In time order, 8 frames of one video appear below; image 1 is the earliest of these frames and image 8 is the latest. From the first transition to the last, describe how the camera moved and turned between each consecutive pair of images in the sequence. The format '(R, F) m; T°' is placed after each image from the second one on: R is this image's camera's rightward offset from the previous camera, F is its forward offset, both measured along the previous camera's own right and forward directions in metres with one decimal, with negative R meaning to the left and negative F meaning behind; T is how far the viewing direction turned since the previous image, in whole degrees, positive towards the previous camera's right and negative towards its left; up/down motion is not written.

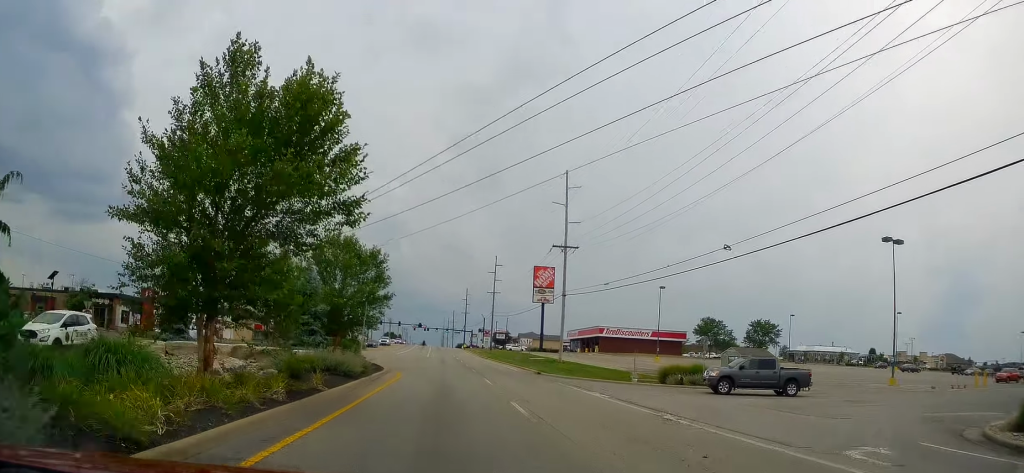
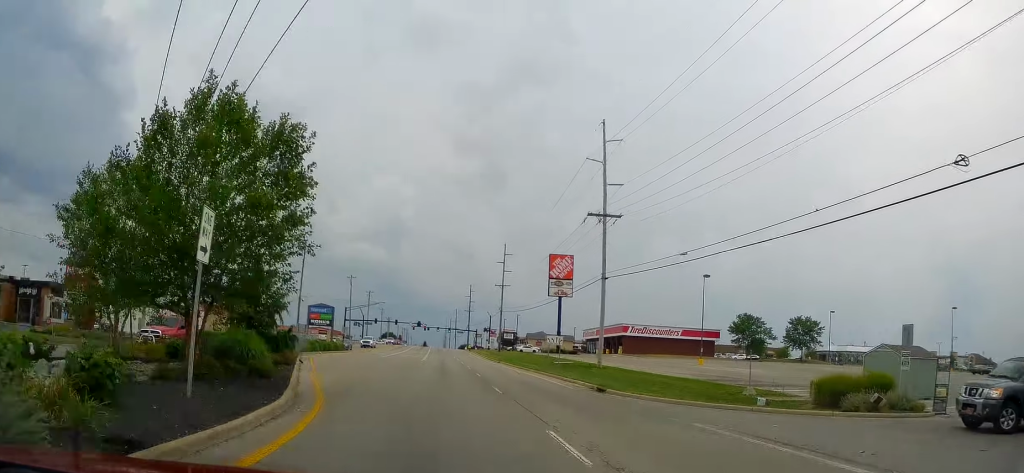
(+0.3, +17.2) m; +1°
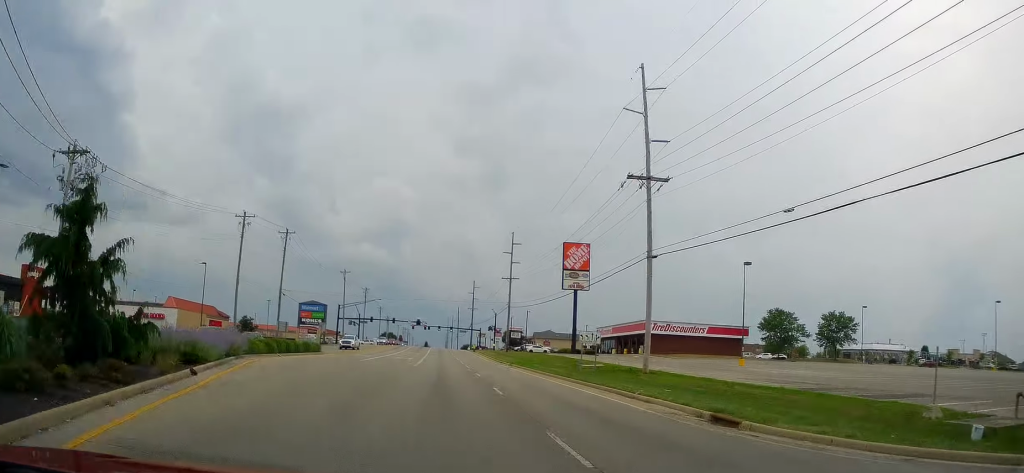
(0.0, +11.9) m; 0°
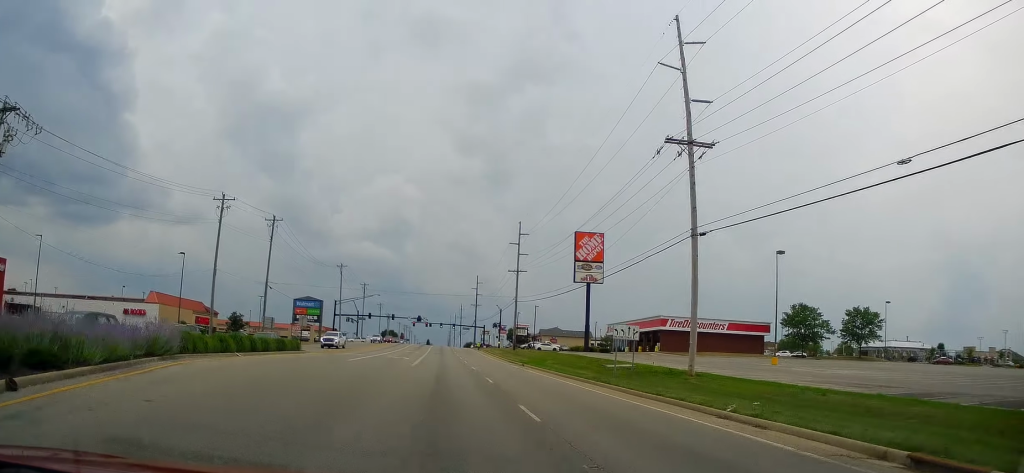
(+0.1, +7.4) m; -1°
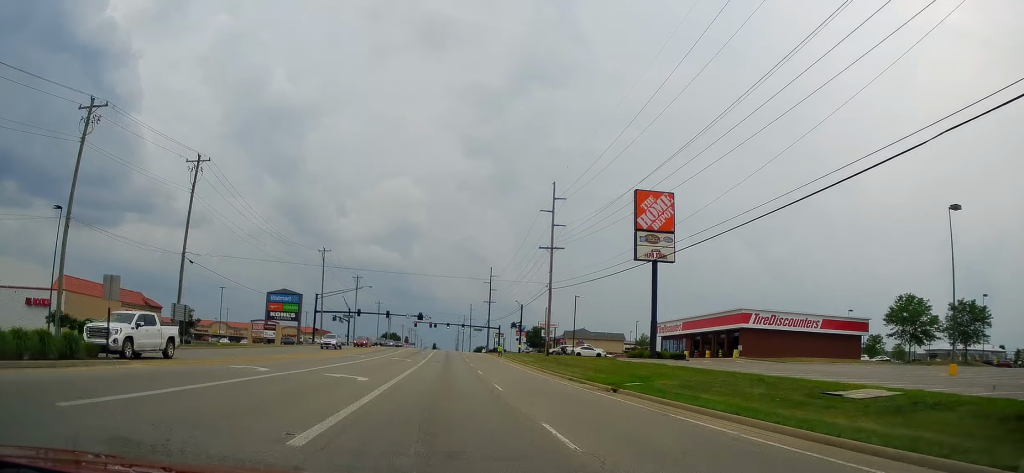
(-0.7, +26.9) m; -1°
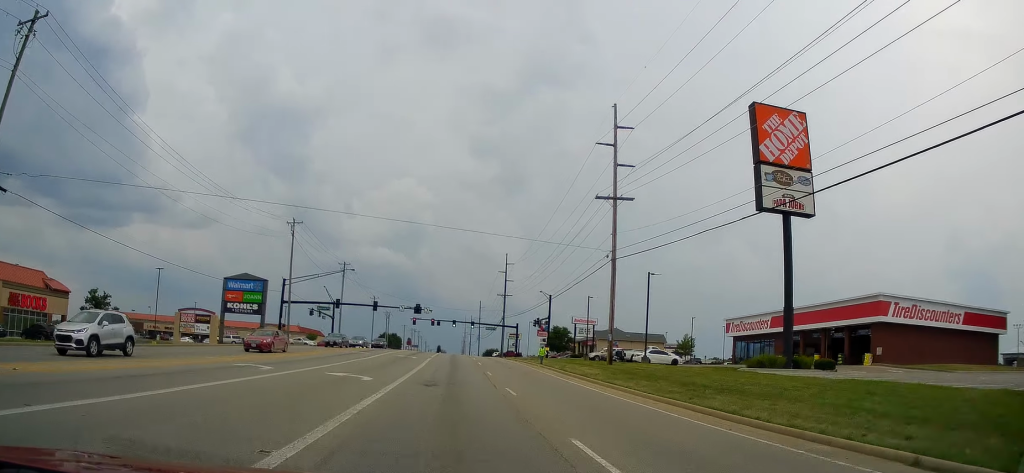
(+0.2, +26.3) m; -1°
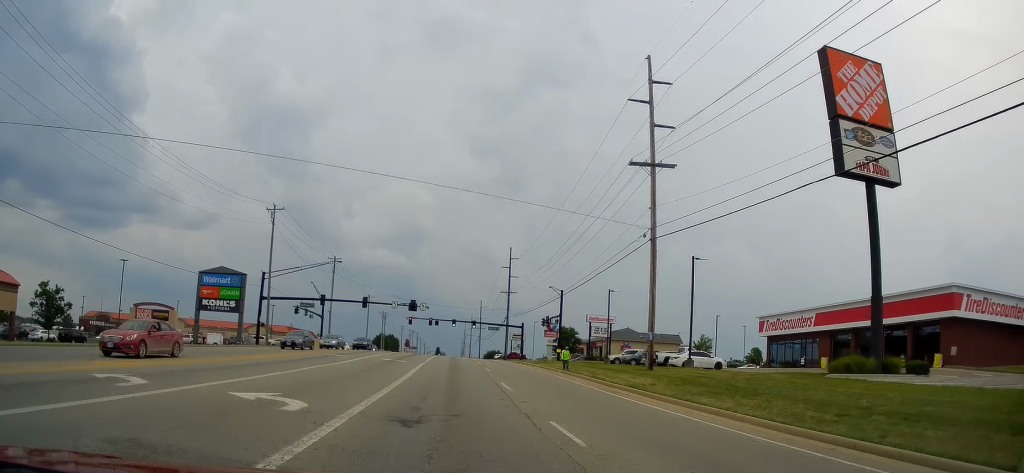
(-0.1, +9.6) m; -1°
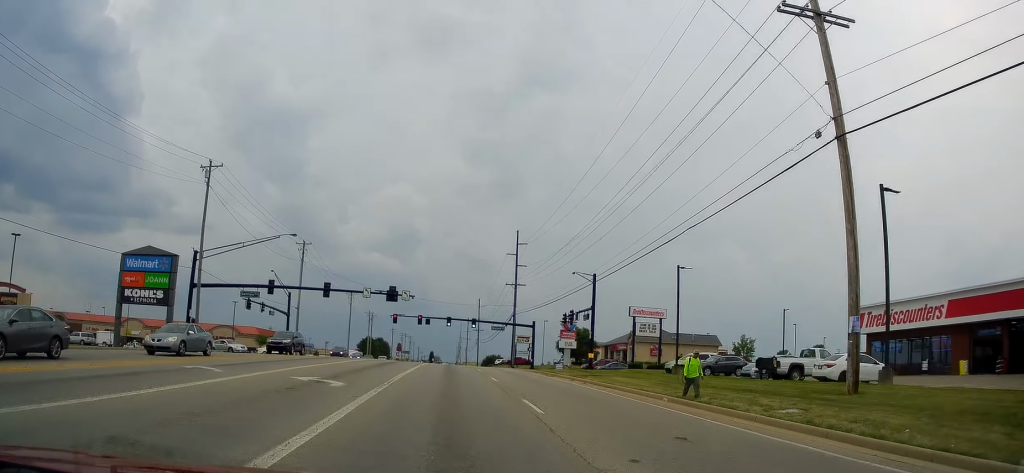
(0.0, +20.5) m; 0°
